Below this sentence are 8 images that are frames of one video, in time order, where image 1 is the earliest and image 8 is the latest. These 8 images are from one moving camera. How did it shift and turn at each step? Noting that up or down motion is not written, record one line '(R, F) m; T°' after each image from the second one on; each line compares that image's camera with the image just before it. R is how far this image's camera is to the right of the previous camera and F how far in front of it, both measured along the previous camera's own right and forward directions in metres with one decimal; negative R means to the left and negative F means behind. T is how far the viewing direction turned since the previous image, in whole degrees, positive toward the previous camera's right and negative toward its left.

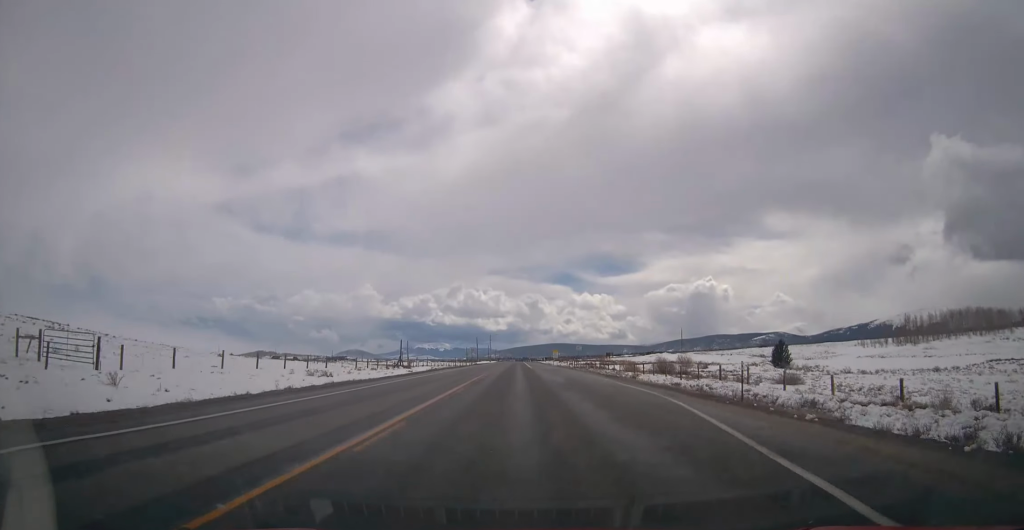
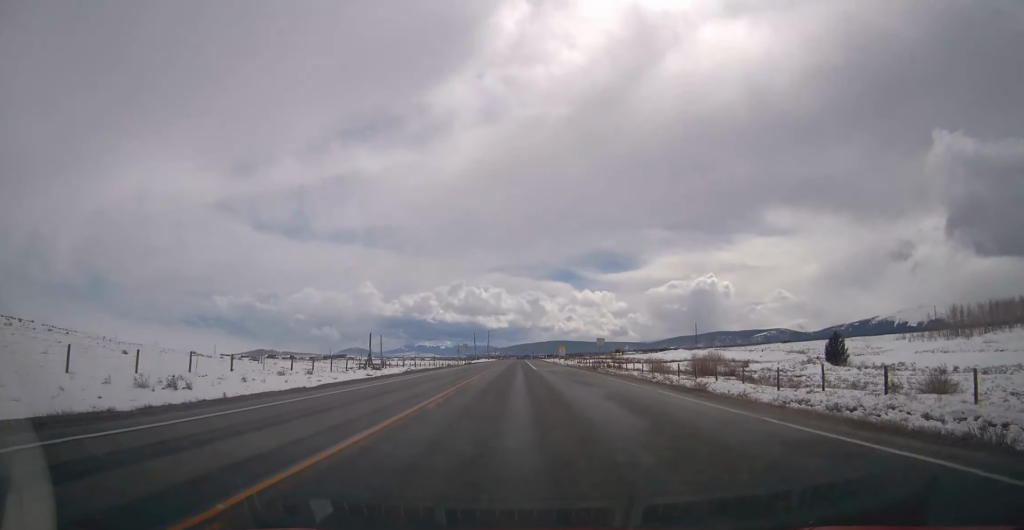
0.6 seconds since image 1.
(+0.4, +18.7) m; 0°
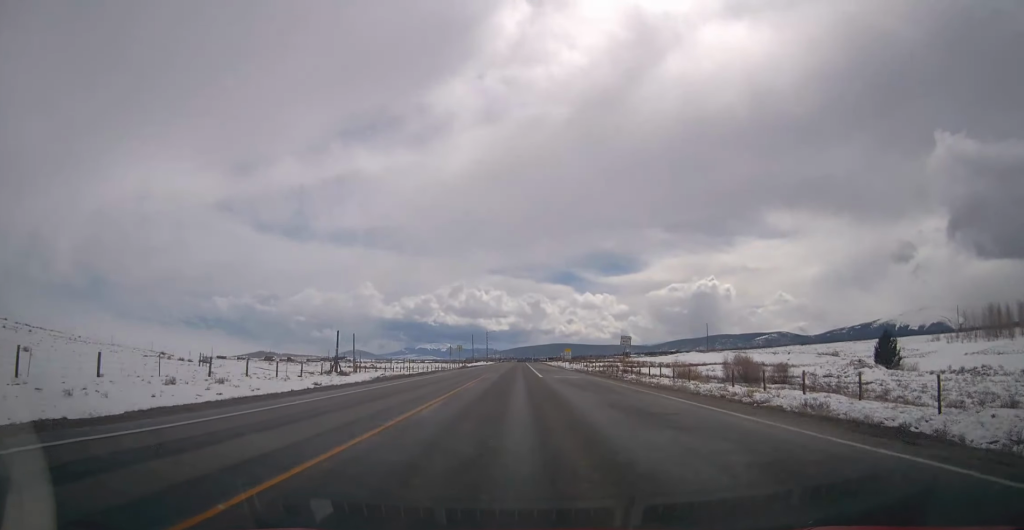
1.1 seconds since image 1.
(-0.2, +11.8) m; 0°
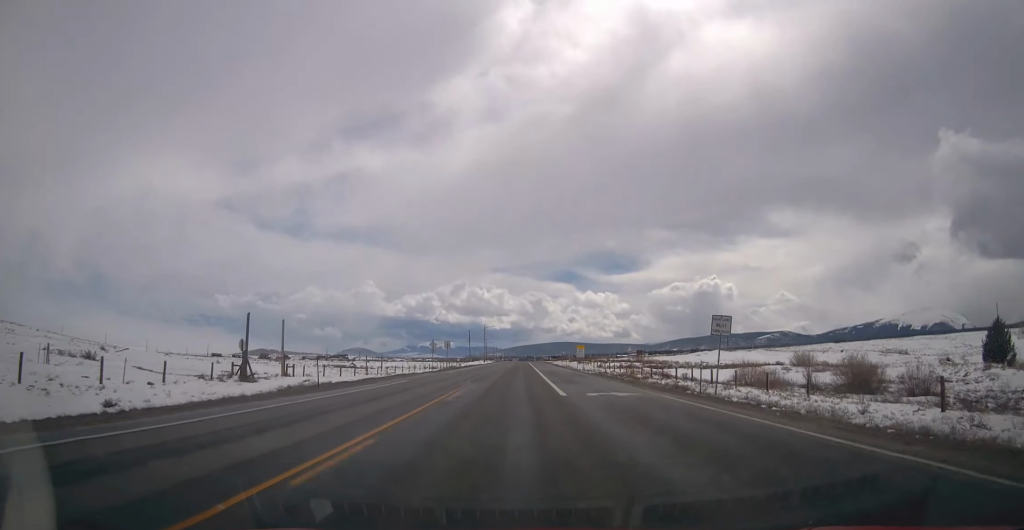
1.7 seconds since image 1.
(-0.4, +19.7) m; 0°
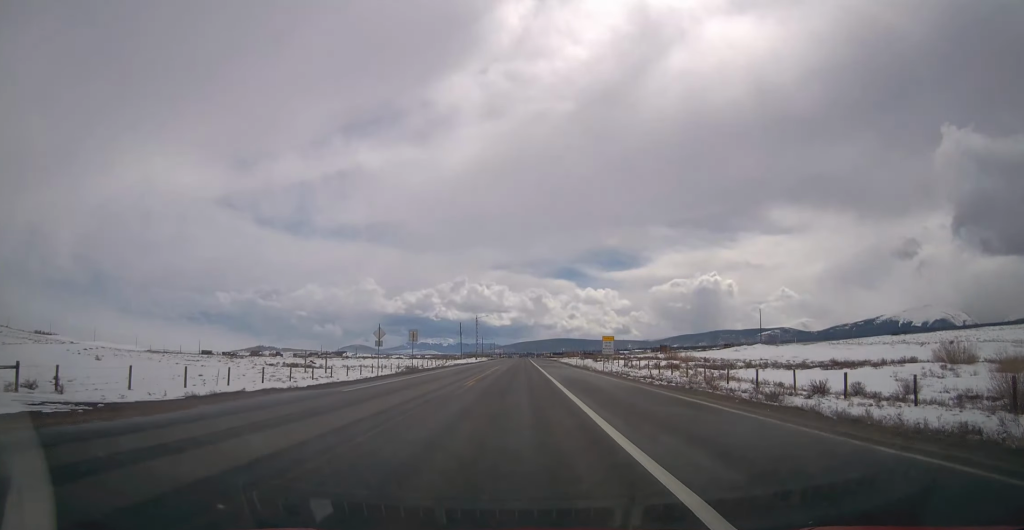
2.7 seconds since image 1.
(+0.5, +27.4) m; 0°
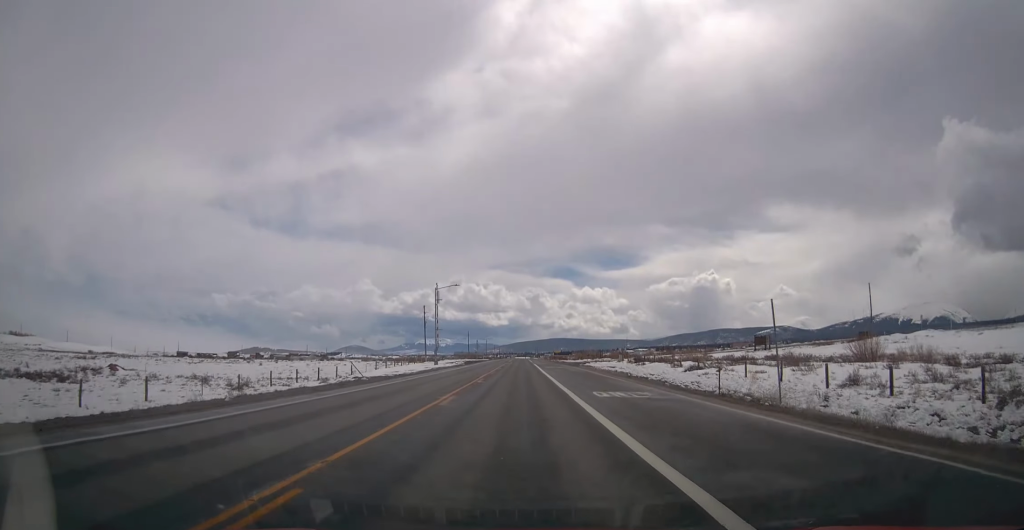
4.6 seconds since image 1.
(-1.2, +57.0) m; 0°
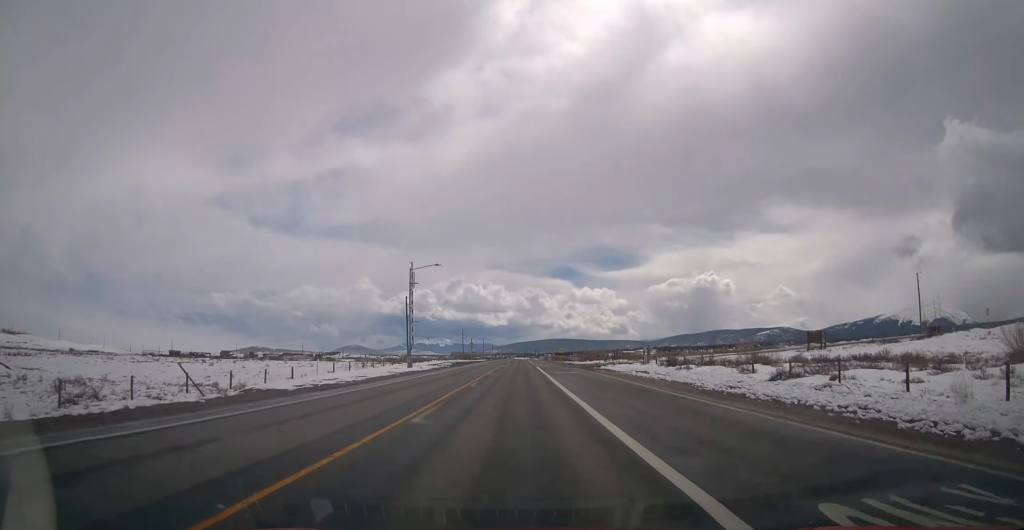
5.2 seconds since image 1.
(+0.2, +15.9) m; +1°
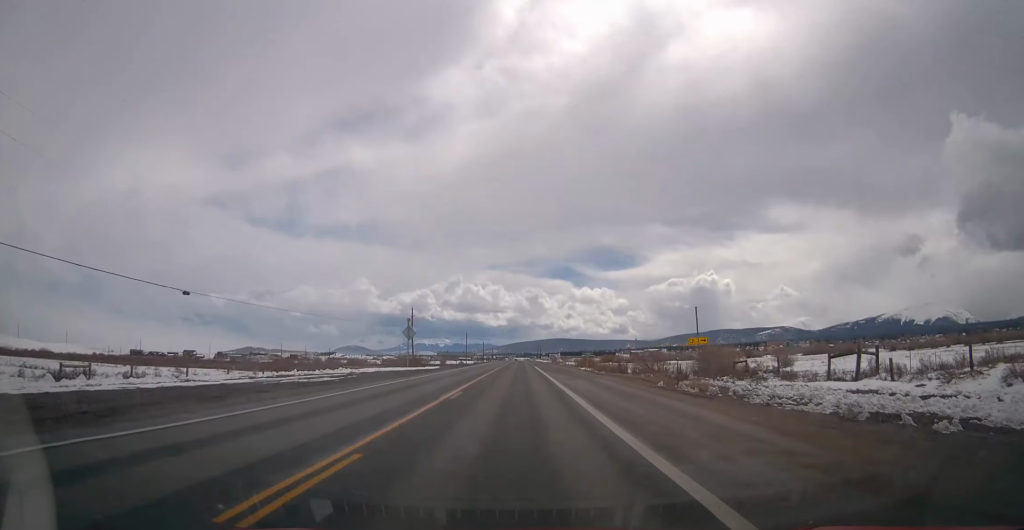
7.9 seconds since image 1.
(-0.5, +80.1) m; -1°
